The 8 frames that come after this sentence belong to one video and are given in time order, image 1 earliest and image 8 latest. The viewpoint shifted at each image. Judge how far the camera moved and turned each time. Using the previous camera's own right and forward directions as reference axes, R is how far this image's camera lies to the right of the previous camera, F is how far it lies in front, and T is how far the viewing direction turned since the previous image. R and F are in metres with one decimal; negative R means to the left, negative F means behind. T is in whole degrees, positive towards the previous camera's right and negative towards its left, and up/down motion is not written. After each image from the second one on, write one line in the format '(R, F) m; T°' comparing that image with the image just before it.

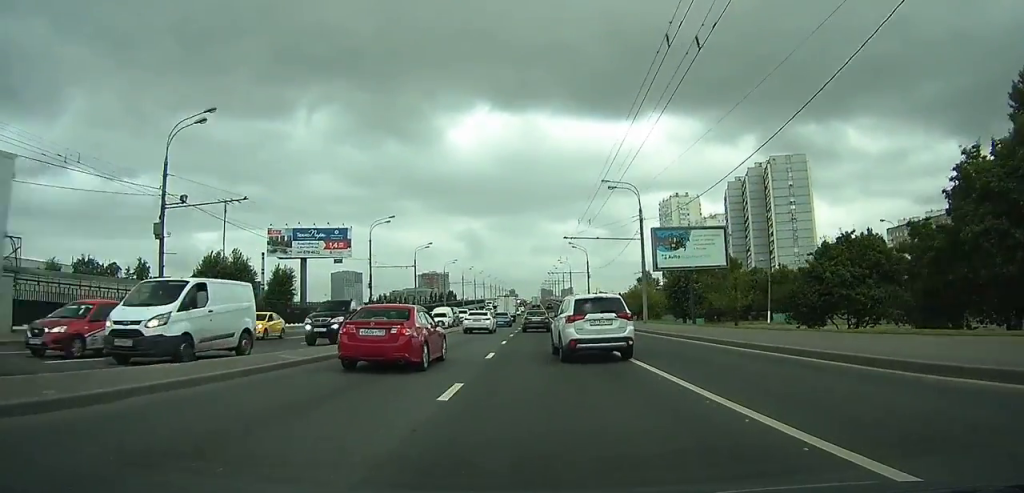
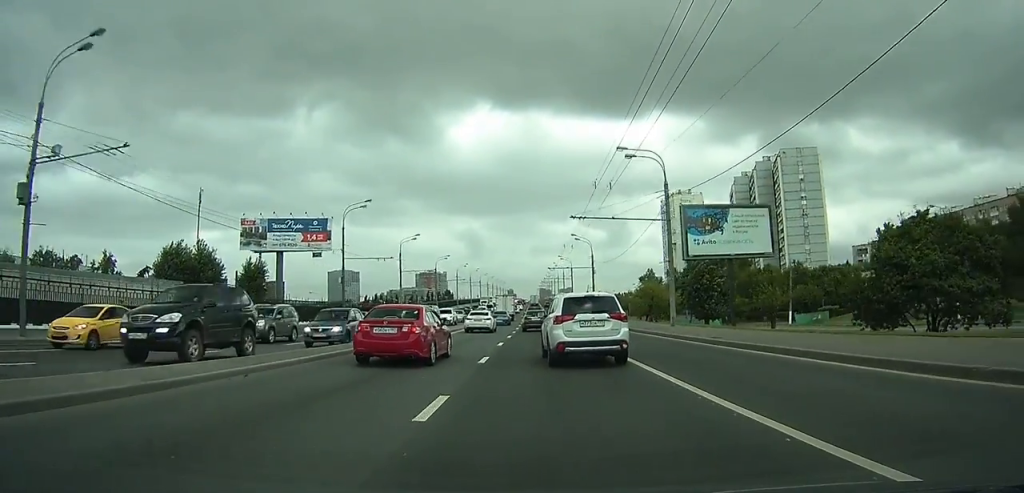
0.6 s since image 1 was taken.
(0.0, +10.0) m; 0°
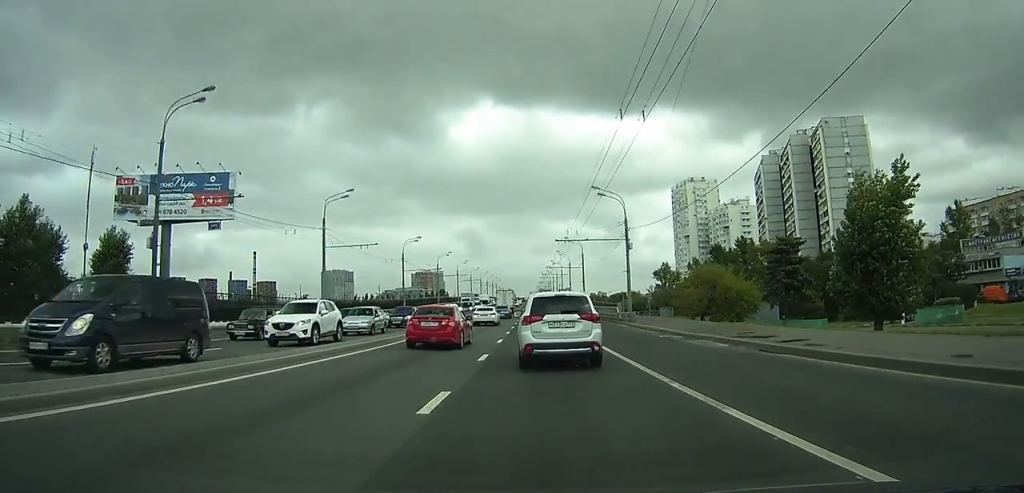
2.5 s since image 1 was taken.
(+0.1, +32.6) m; 0°
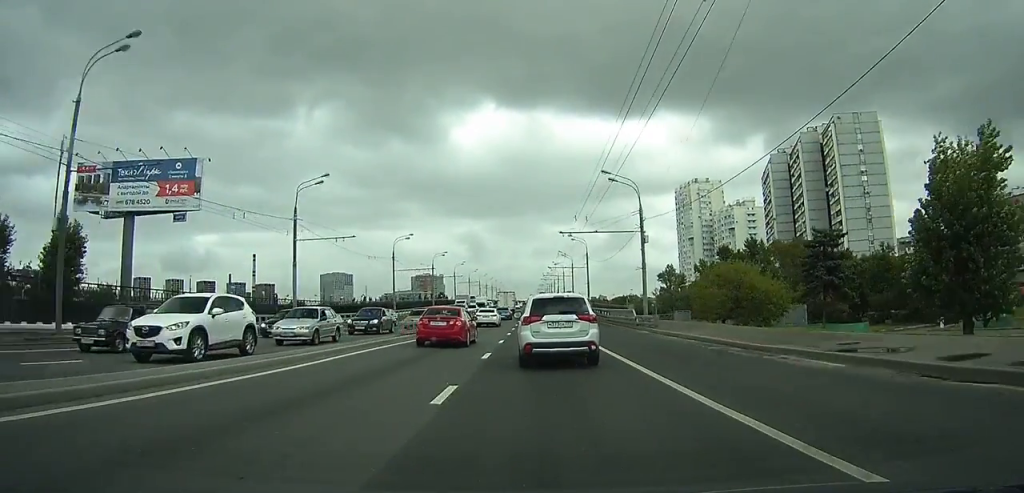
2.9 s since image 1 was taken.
(0.0, +7.3) m; 0°
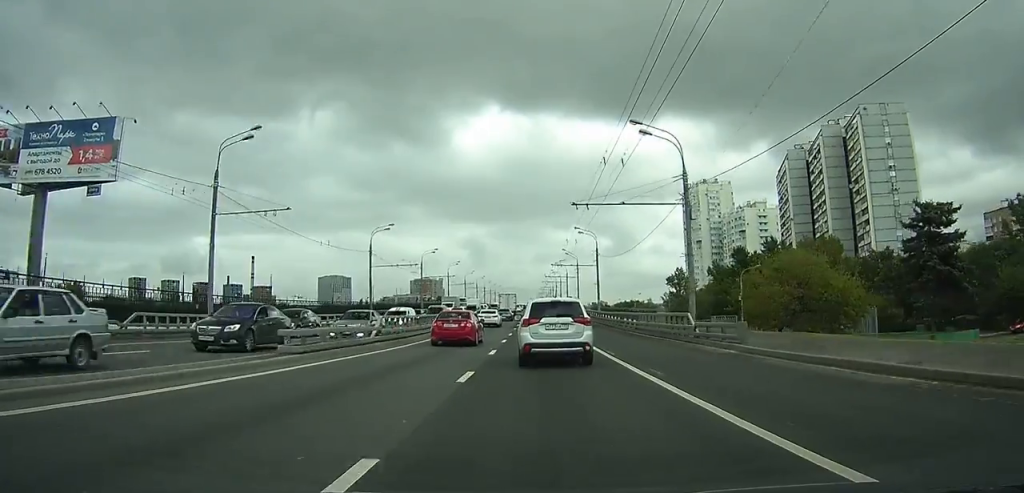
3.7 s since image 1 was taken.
(0.0, +13.4) m; 0°
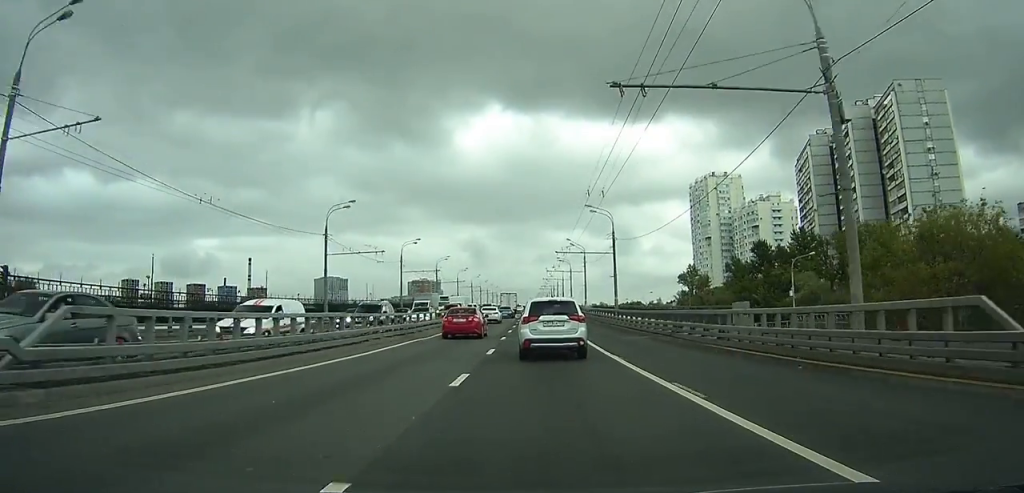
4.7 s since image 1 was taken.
(0.0, +16.8) m; 0°
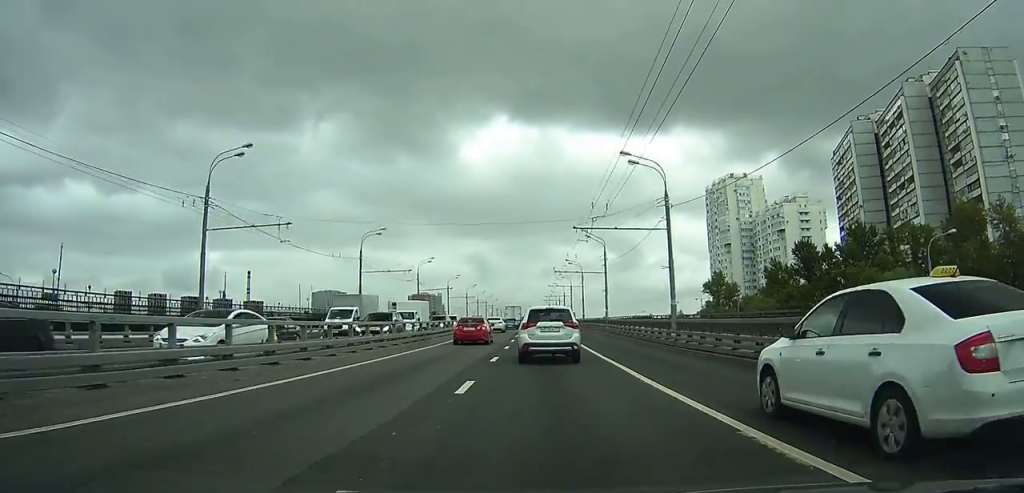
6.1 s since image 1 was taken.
(+0.2, +23.7) m; +1°
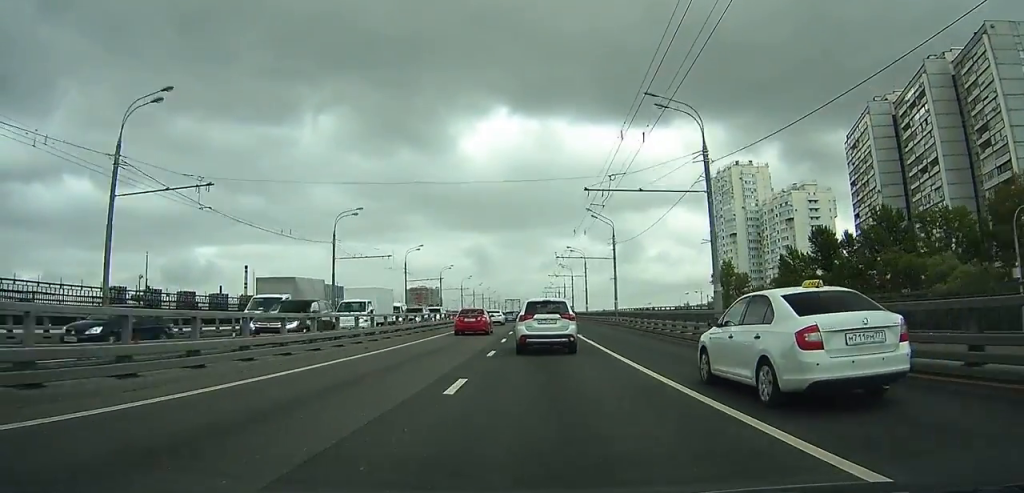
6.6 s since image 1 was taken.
(0.0, +9.2) m; 0°
